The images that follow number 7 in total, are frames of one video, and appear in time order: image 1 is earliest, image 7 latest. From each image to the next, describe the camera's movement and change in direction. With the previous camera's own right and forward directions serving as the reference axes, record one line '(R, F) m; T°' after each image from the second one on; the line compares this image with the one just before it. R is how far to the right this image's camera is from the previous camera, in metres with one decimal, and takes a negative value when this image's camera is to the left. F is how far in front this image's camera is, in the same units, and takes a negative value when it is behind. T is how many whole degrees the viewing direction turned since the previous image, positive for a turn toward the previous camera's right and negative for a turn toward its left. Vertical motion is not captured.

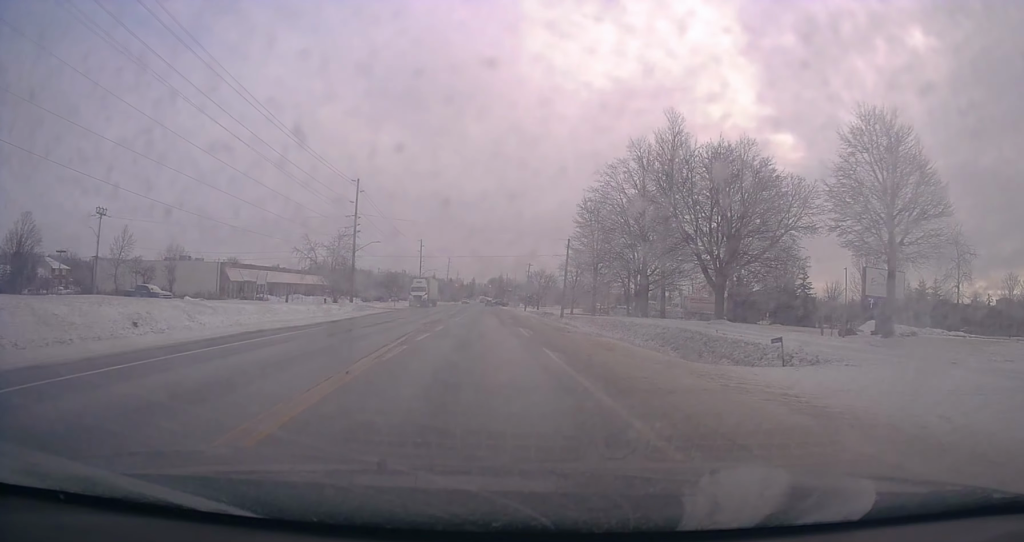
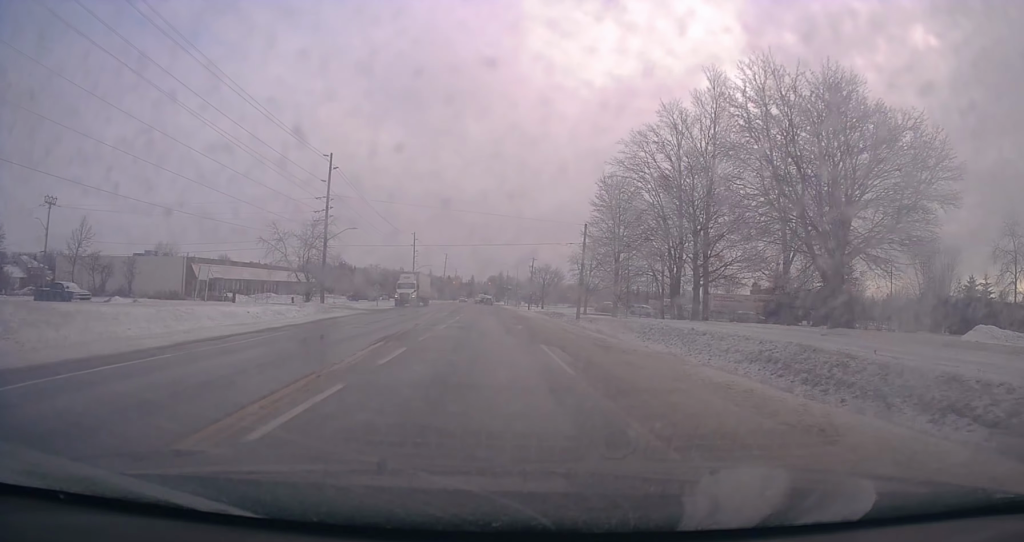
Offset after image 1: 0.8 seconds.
(0.0, +12.4) m; 0°
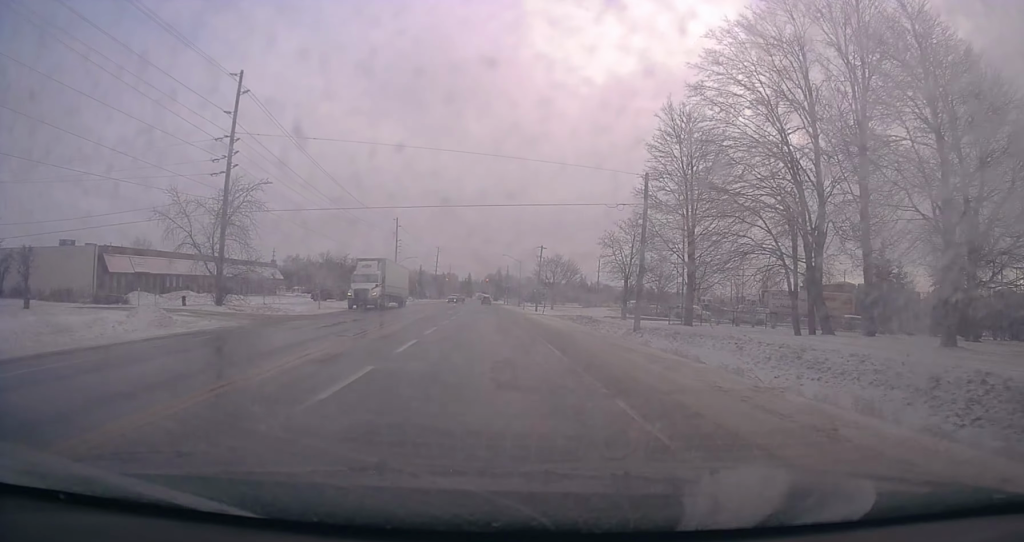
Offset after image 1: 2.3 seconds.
(-0.1, +22.7) m; +1°
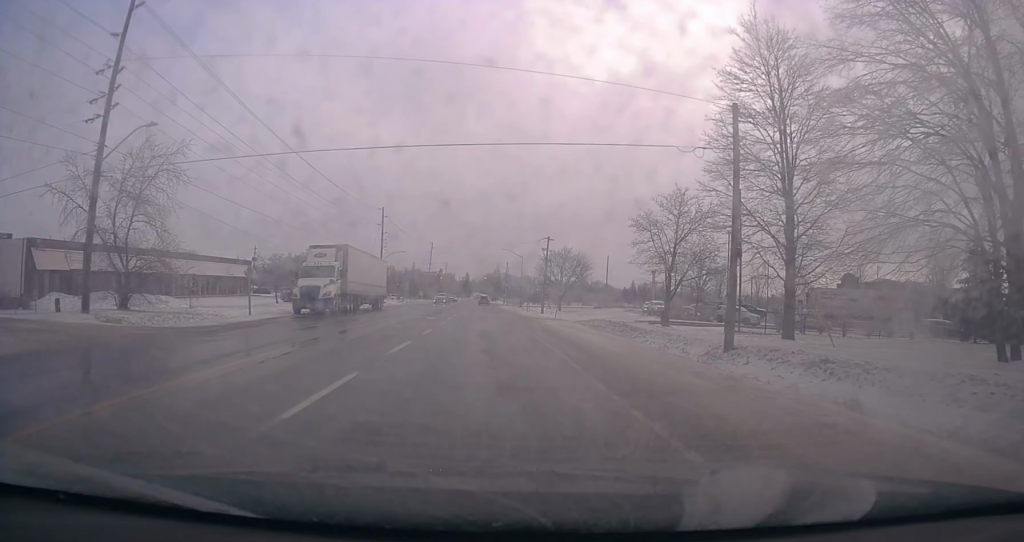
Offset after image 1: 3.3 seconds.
(+0.3, +13.6) m; +2°
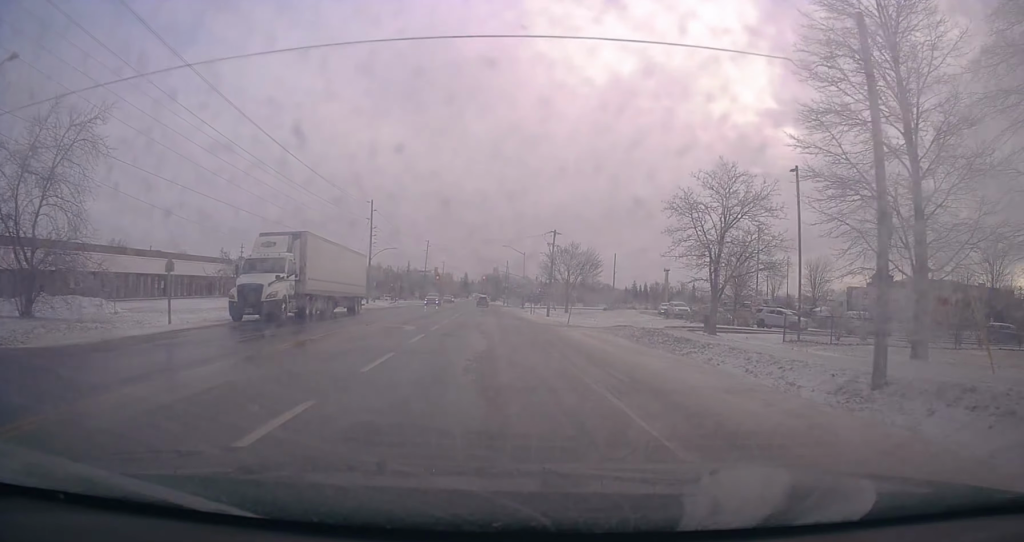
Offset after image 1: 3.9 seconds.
(+0.1, +8.8) m; 0°
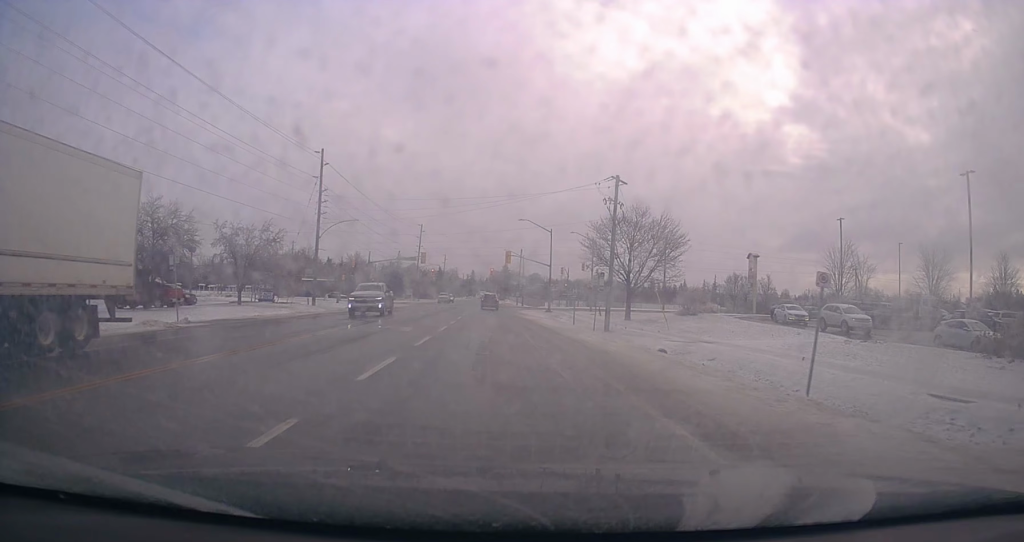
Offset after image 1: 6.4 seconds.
(-1.5, +32.2) m; -3°
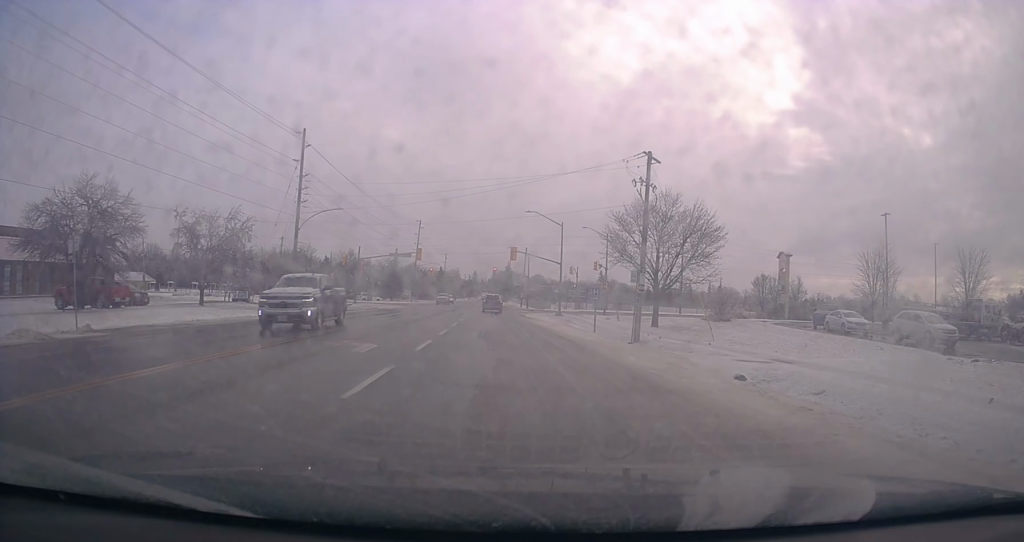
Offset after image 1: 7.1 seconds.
(+0.3, +7.6) m; +1°
